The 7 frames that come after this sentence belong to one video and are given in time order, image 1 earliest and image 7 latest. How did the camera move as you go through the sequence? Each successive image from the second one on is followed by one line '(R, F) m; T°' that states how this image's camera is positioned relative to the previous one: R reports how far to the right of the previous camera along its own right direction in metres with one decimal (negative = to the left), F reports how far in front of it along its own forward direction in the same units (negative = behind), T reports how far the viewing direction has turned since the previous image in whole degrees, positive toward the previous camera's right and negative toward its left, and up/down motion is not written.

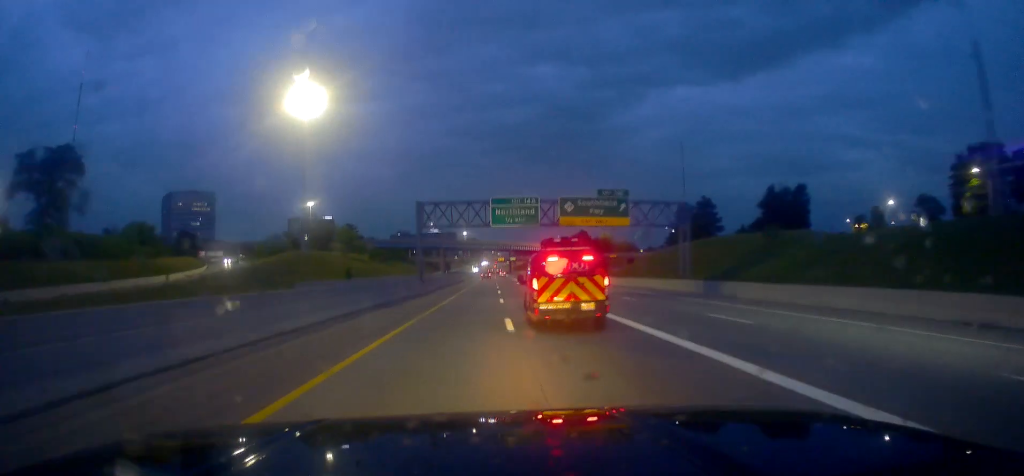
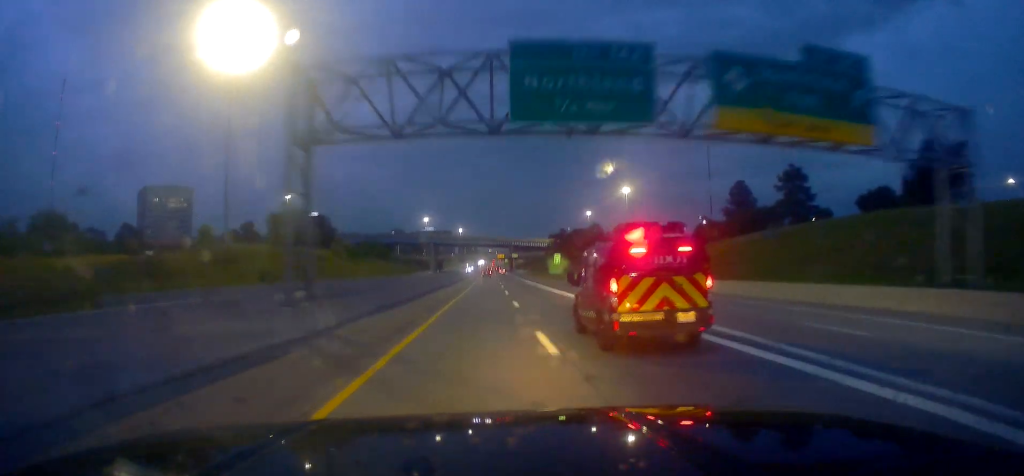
(+0.1, +34.5) m; 0°
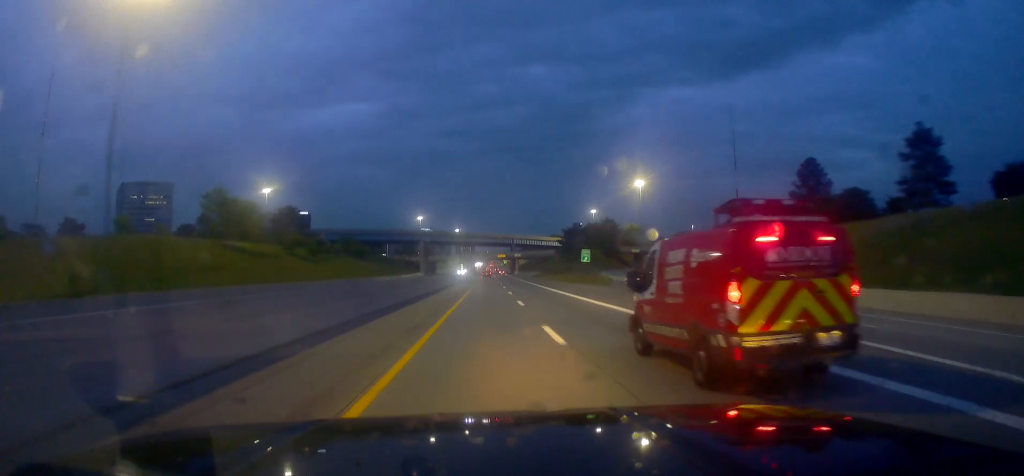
(-0.1, +27.3) m; -1°
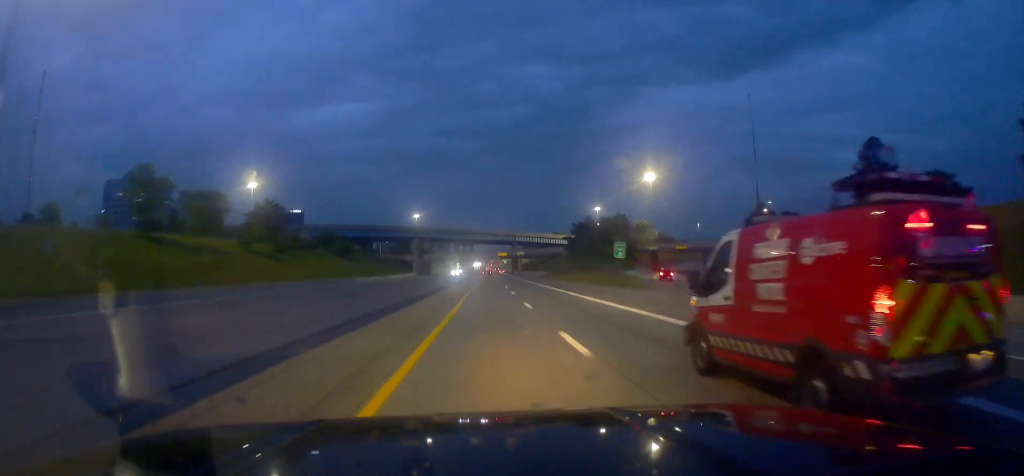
(-0.4, +16.9) m; 0°
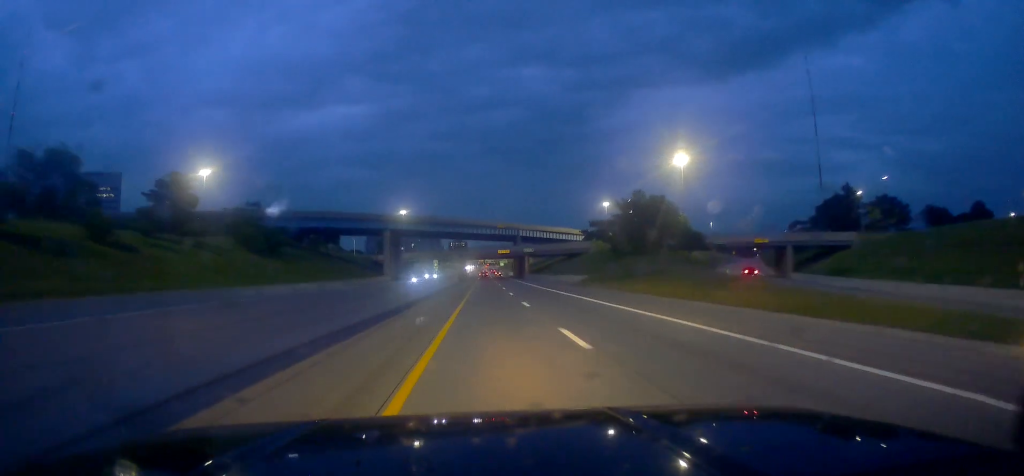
(+0.6, +43.0) m; +2°
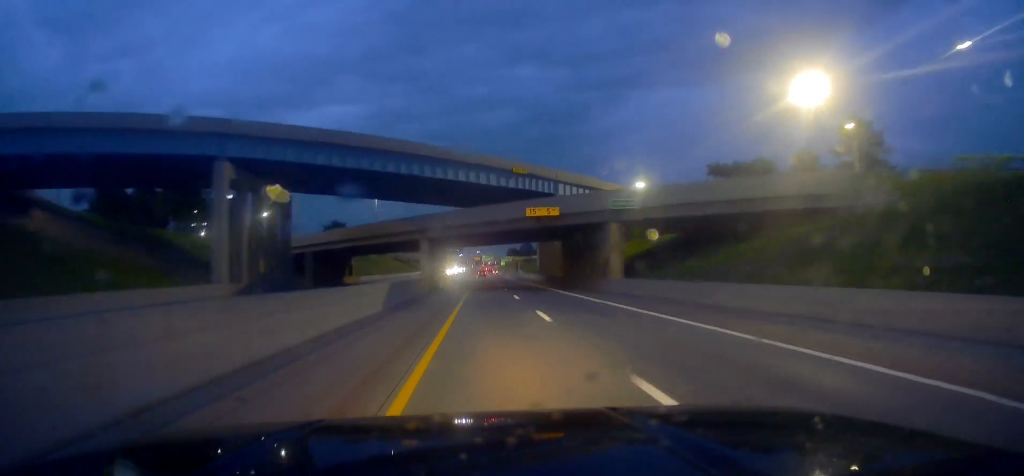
(-0.3, +85.2) m; 0°
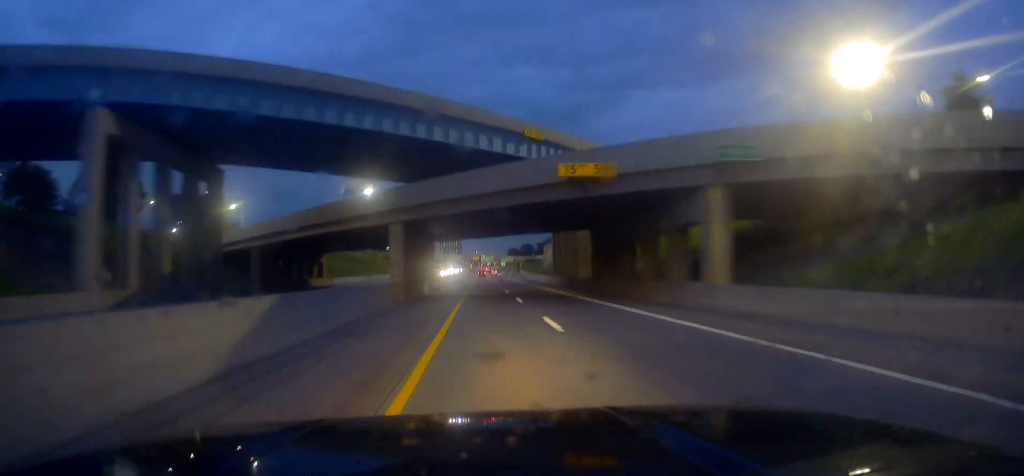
(+0.1, +18.3) m; 0°
